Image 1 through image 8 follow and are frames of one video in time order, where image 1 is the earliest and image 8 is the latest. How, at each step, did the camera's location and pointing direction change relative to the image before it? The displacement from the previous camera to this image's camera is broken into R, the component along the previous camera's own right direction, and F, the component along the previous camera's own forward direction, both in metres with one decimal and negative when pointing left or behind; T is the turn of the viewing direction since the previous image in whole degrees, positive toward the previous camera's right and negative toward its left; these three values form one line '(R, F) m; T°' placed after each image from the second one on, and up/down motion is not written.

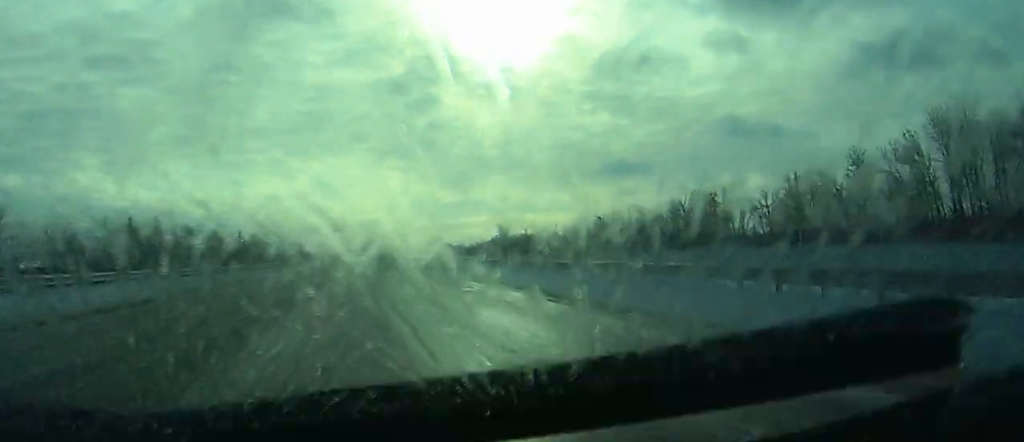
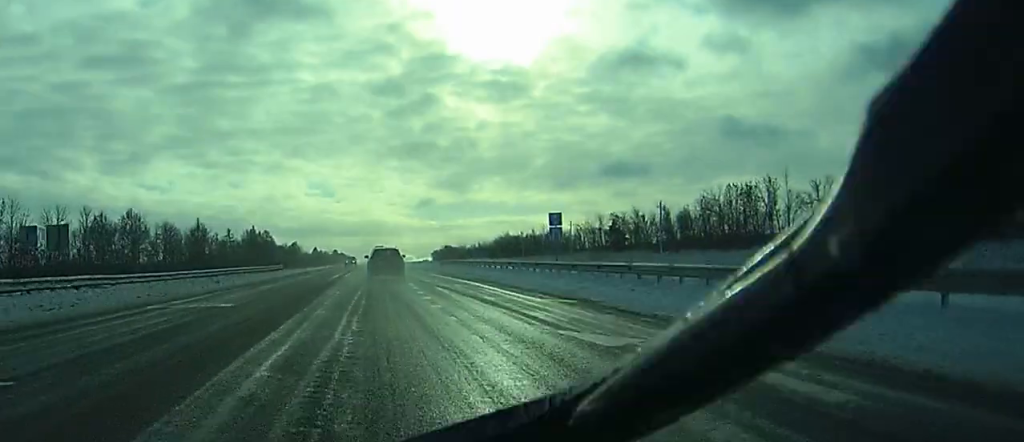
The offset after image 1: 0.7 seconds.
(0.0, +17.9) m; 0°
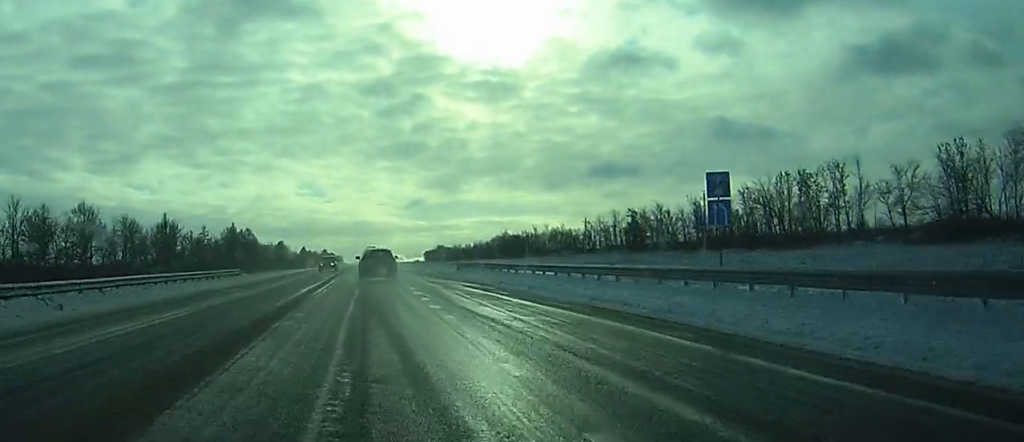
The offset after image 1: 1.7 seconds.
(+0.1, +23.6) m; 0°
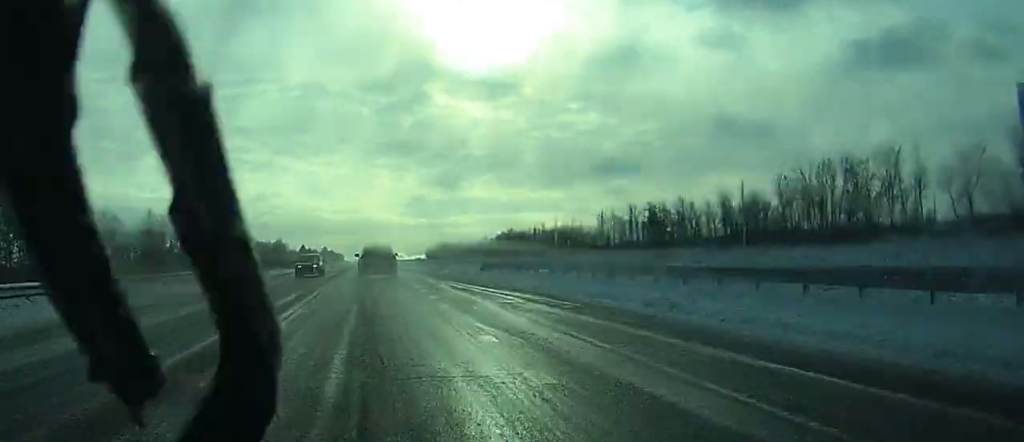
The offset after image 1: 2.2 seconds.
(0.0, +13.0) m; 0°
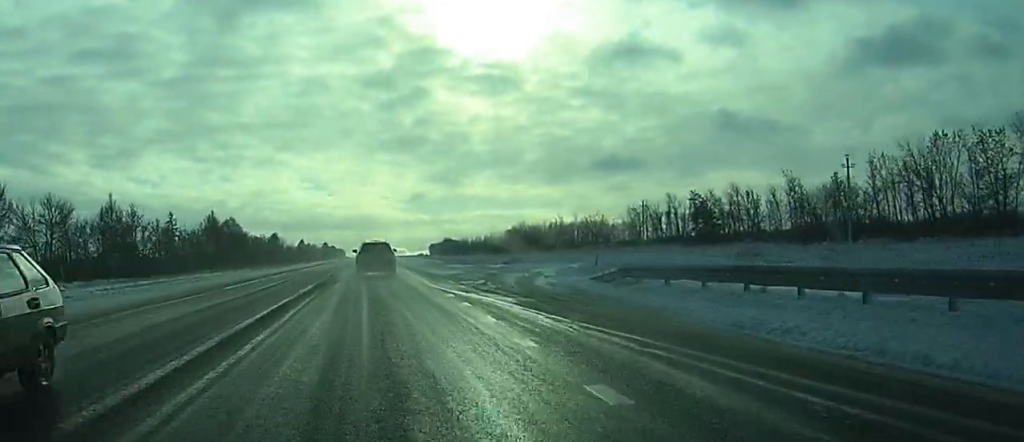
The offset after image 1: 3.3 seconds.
(+0.1, +25.9) m; 0°
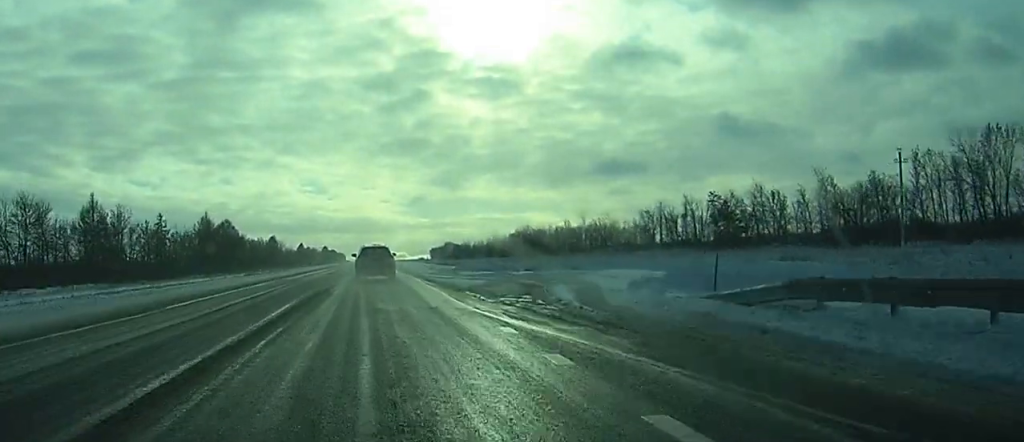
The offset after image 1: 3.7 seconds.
(0.0, +9.6) m; 0°
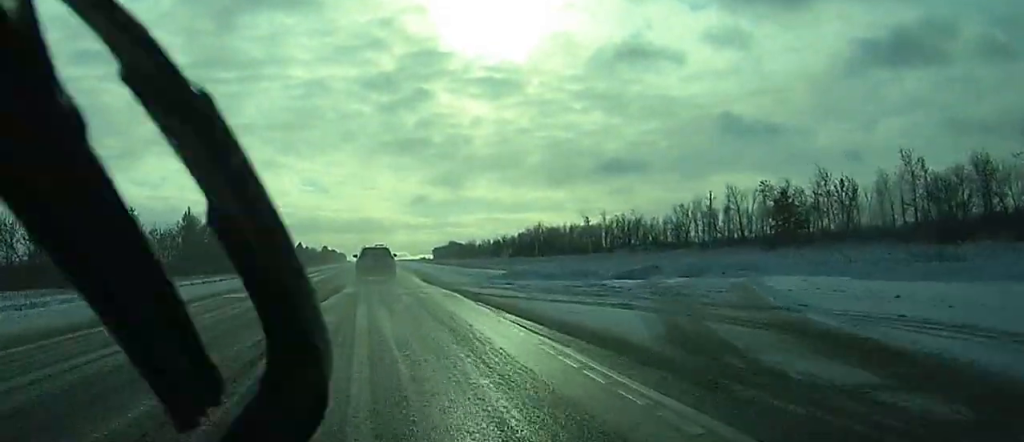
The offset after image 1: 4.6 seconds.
(0.0, +21.6) m; 0°
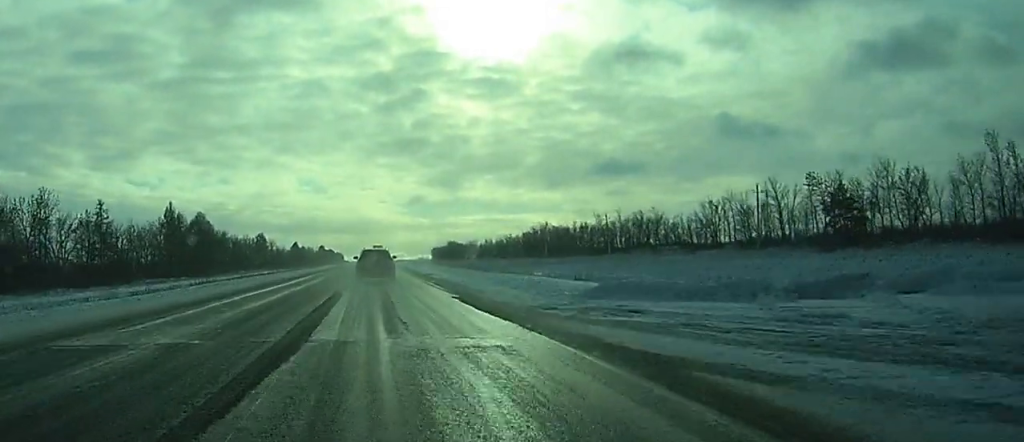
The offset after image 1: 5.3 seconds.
(0.0, +16.7) m; 0°
